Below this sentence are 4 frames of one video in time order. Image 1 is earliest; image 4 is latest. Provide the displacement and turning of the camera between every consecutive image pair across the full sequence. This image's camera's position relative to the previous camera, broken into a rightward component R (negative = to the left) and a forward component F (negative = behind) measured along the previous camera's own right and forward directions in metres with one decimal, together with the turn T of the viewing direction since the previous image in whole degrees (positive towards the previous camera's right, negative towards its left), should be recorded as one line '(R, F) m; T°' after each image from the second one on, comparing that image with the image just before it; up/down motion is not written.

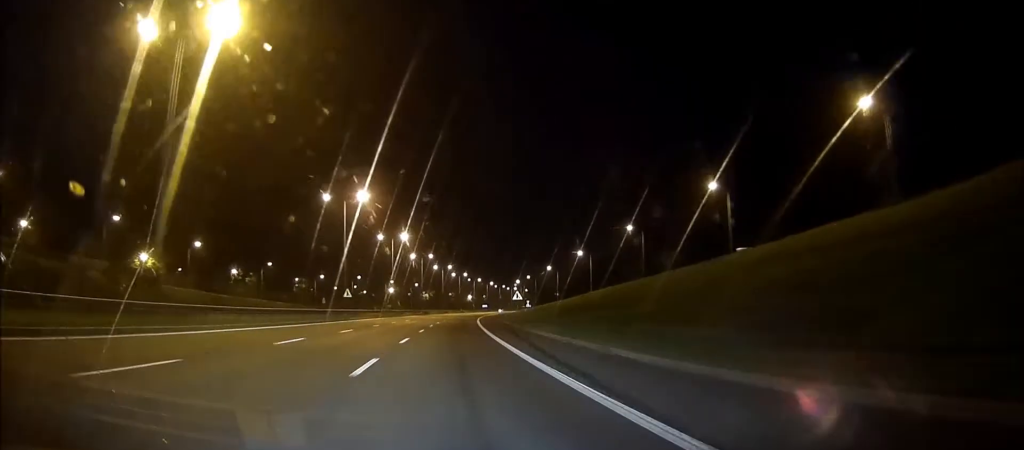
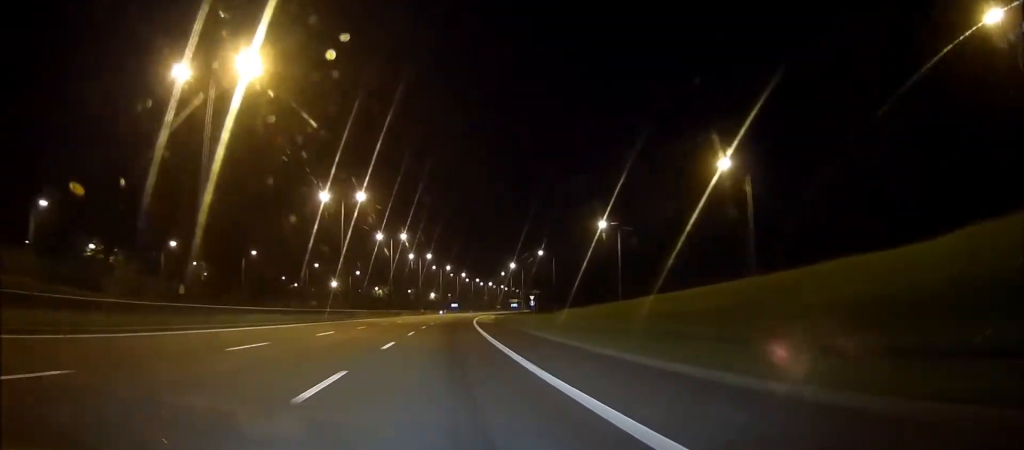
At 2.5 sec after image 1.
(0.0, +76.1) m; 0°
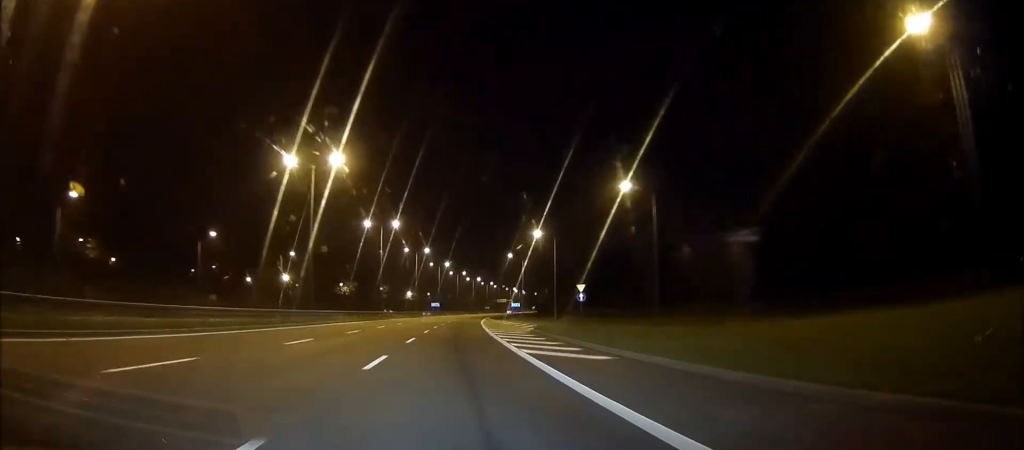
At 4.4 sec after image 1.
(0.0, +55.0) m; 0°
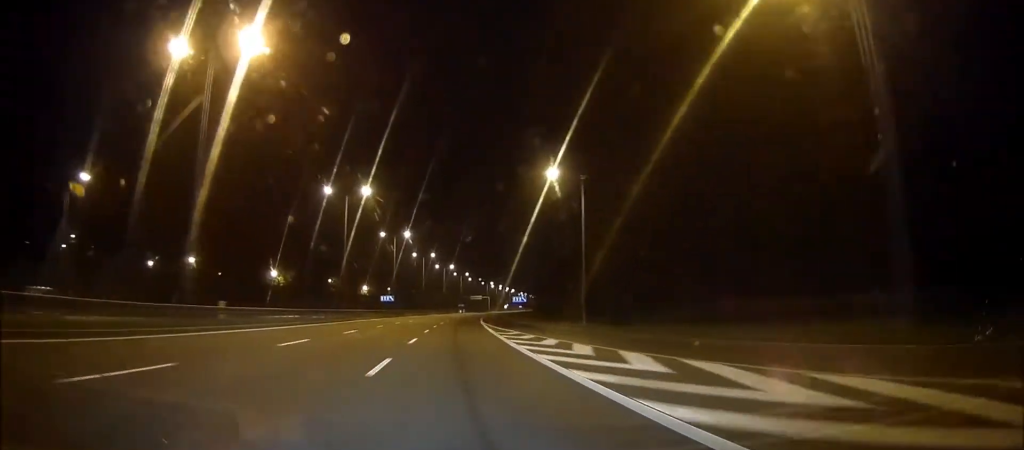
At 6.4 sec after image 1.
(0.0, +60.9) m; +2°
